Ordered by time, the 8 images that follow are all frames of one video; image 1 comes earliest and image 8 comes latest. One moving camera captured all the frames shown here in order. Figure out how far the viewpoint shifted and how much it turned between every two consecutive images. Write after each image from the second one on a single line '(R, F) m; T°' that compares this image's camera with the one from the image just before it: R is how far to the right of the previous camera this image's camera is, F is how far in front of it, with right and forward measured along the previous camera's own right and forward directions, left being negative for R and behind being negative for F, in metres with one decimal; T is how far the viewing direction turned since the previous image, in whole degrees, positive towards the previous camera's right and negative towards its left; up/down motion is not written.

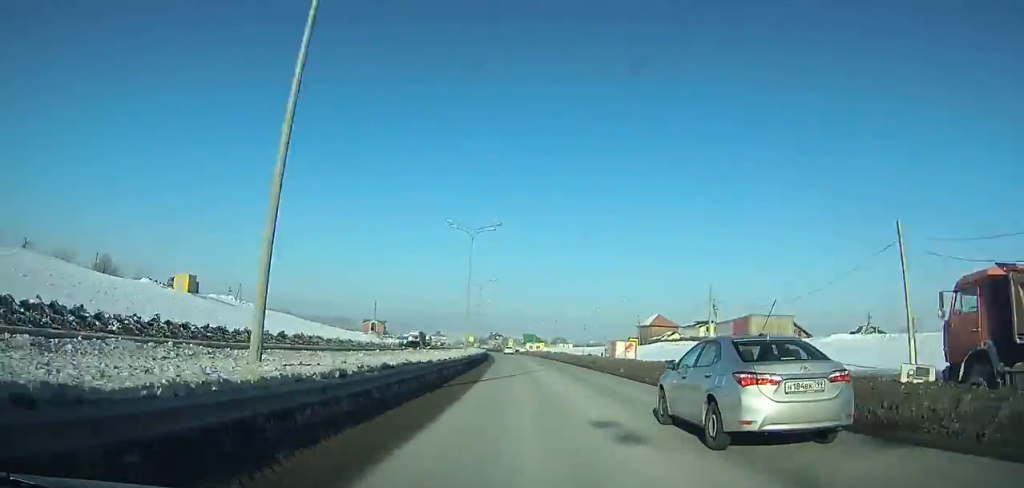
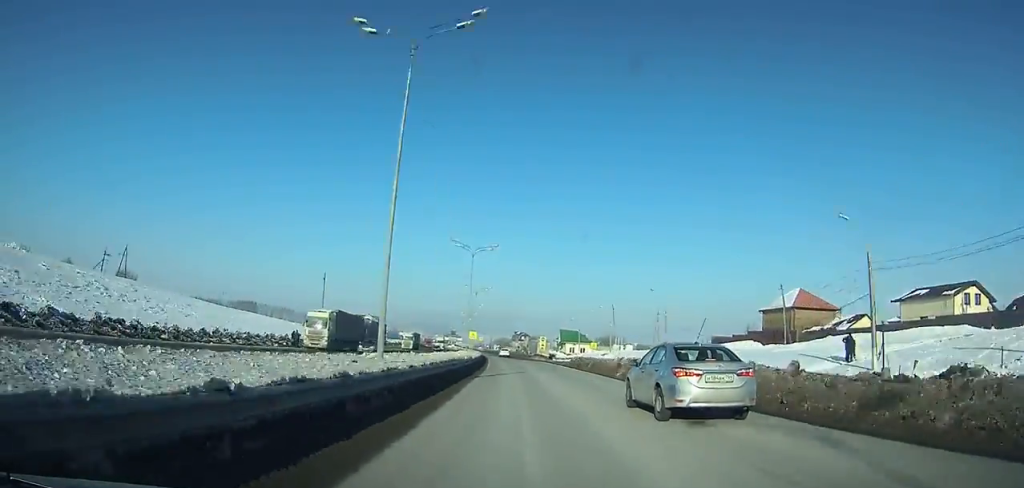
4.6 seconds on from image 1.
(-2.0, +77.1) m; -3°
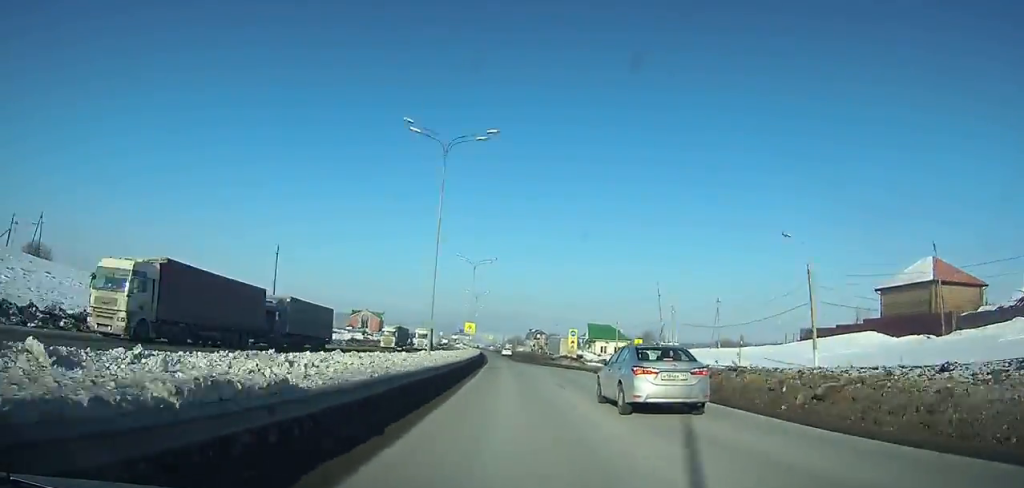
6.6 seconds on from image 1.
(-0.2, +32.1) m; -1°
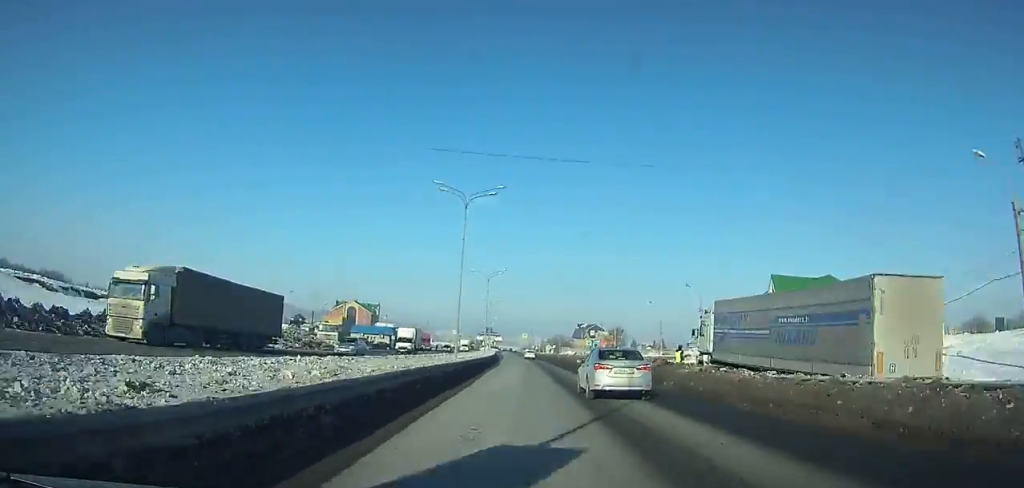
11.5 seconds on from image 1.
(-2.4, +76.2) m; -3°
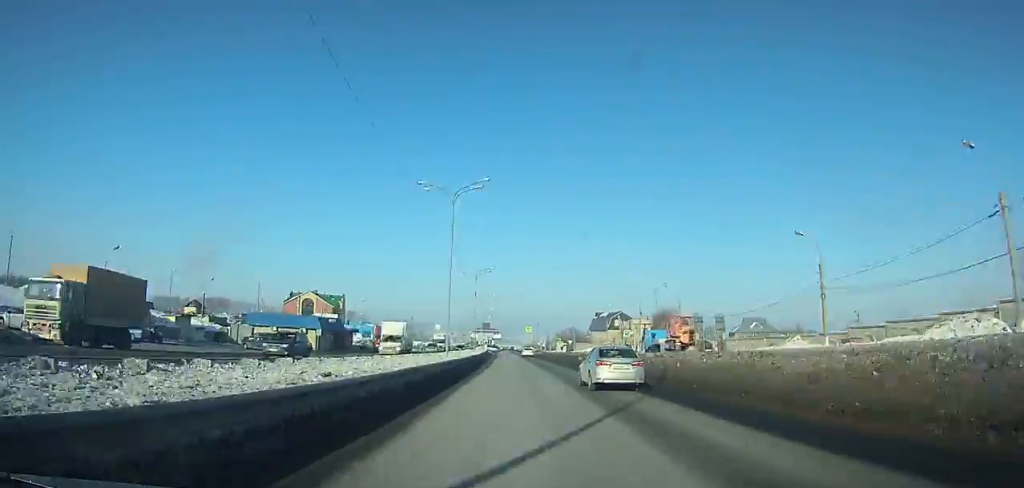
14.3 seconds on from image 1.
(-0.2, +43.5) m; 0°
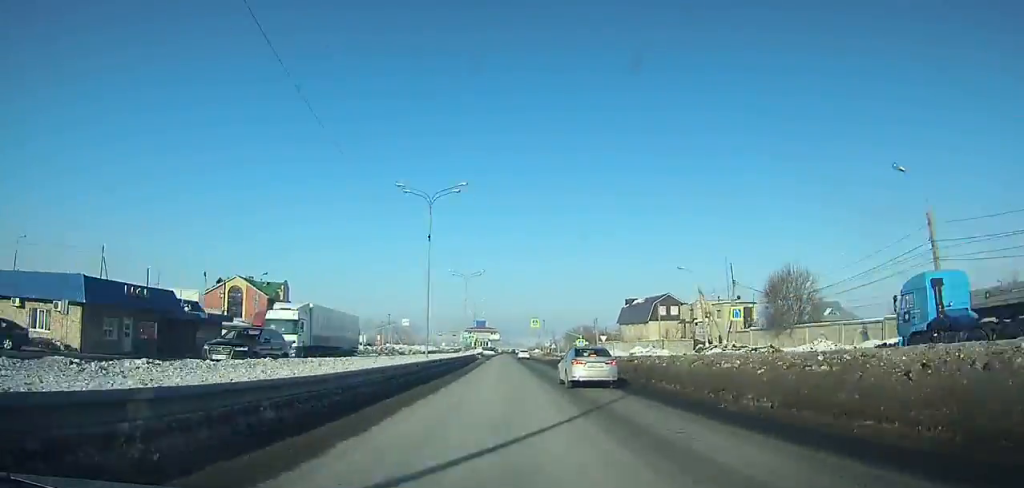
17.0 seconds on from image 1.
(0.0, +42.0) m; 0°
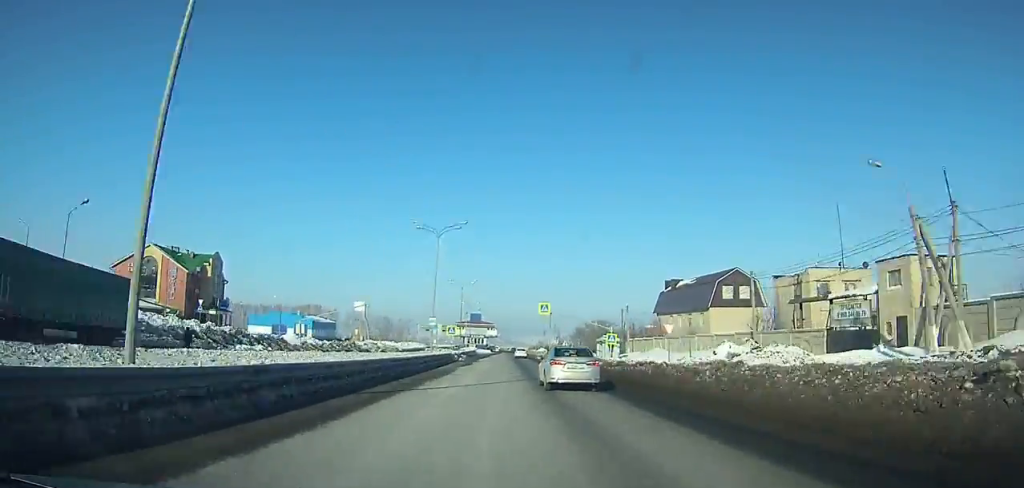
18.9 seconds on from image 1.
(0.0, +29.6) m; 0°
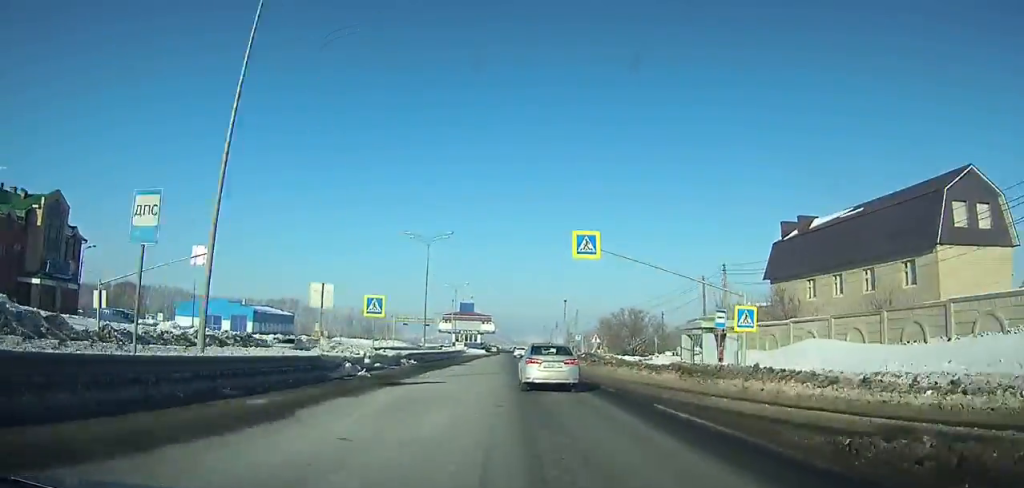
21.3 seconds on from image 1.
(-0.1, +37.2) m; 0°
